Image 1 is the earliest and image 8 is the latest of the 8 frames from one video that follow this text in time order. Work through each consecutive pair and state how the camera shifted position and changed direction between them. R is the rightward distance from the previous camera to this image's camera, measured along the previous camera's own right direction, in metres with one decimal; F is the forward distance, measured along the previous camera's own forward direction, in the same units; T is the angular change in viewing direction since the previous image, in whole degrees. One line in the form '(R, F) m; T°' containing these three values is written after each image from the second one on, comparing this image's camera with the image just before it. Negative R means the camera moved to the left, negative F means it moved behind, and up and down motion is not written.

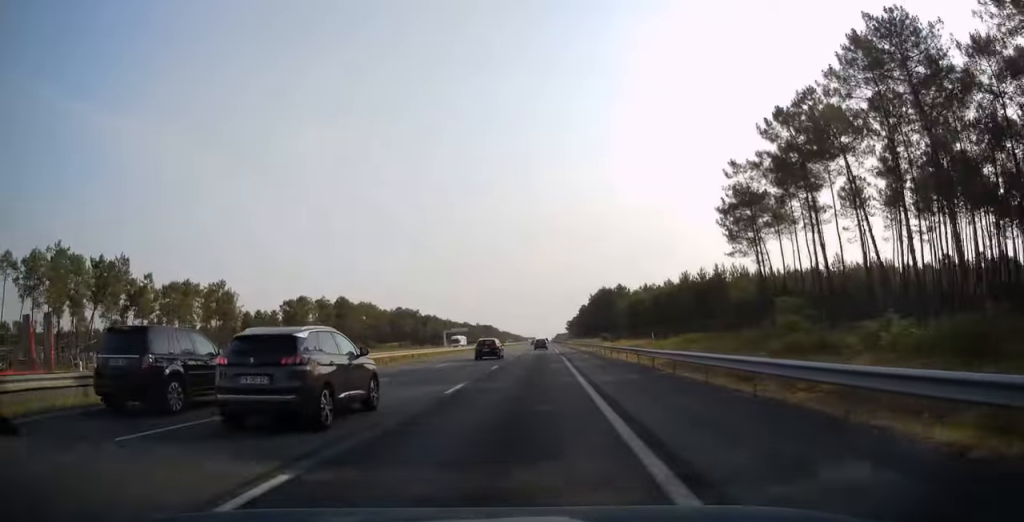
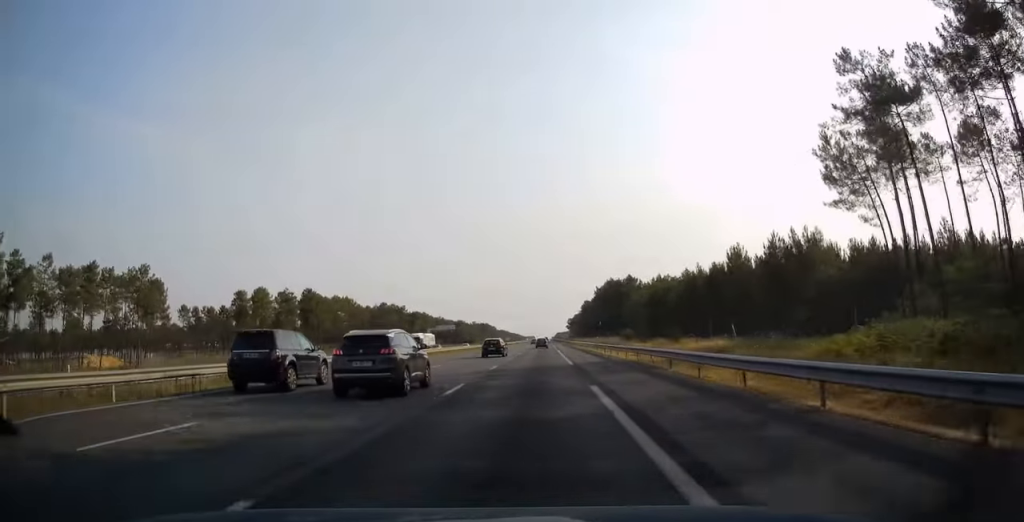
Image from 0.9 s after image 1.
(-0.2, +27.1) m; 0°
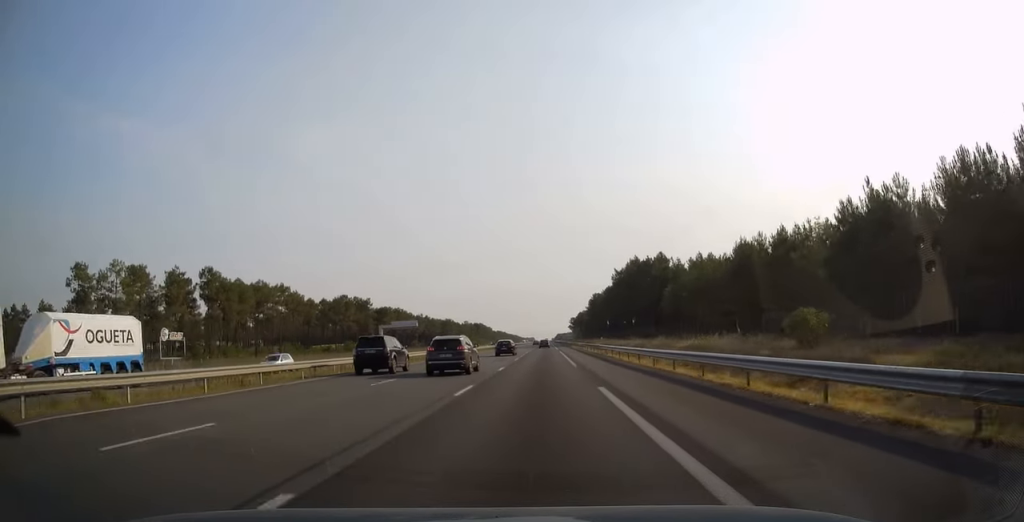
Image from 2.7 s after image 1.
(0.0, +51.7) m; 0°
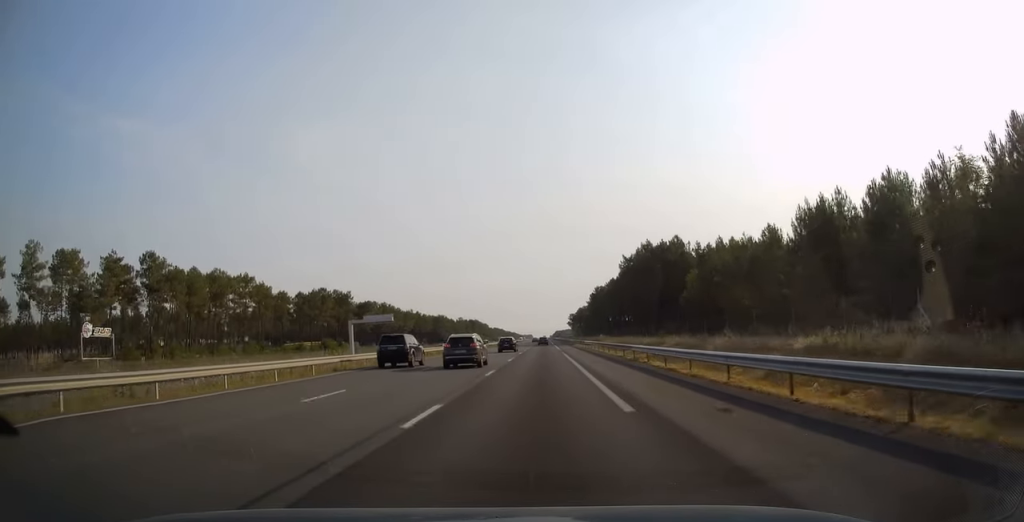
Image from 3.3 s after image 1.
(0.0, +18.7) m; 0°
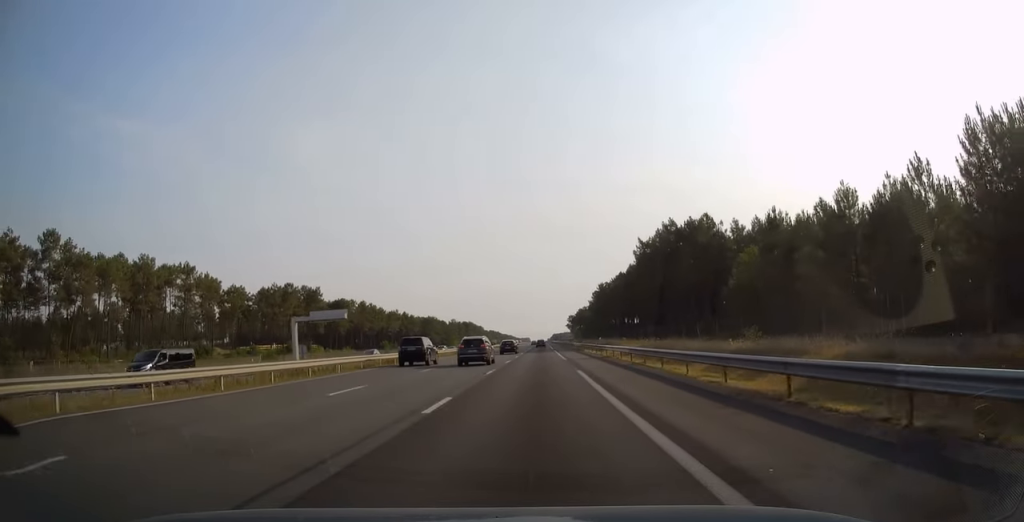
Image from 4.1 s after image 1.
(+0.2, +24.1) m; 0°
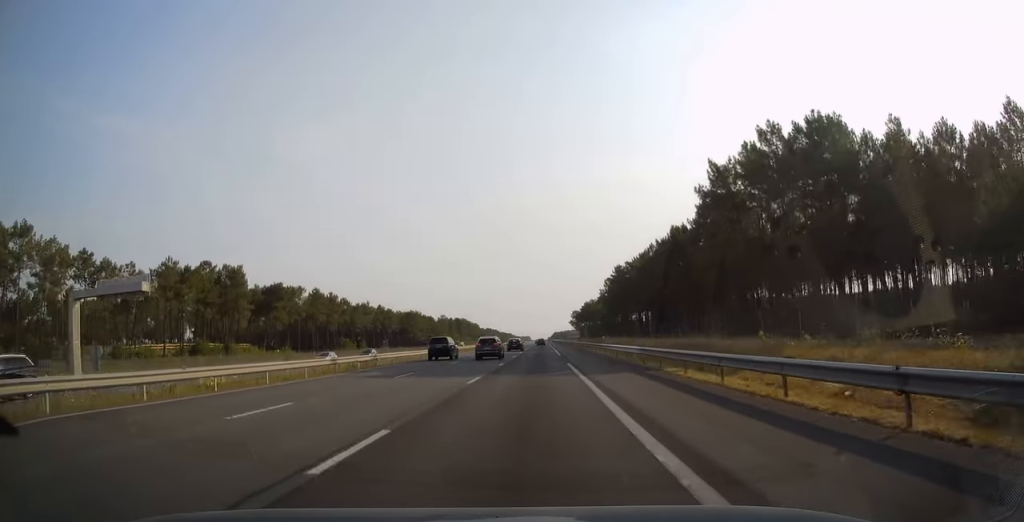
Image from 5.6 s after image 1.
(0.0, +44.2) m; 0°
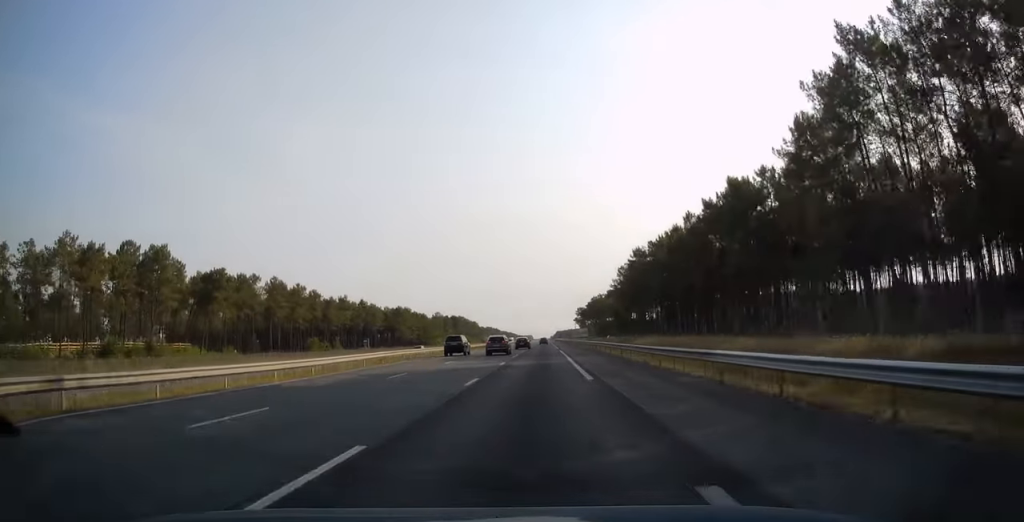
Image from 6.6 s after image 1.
(-0.1, +27.6) m; 0°
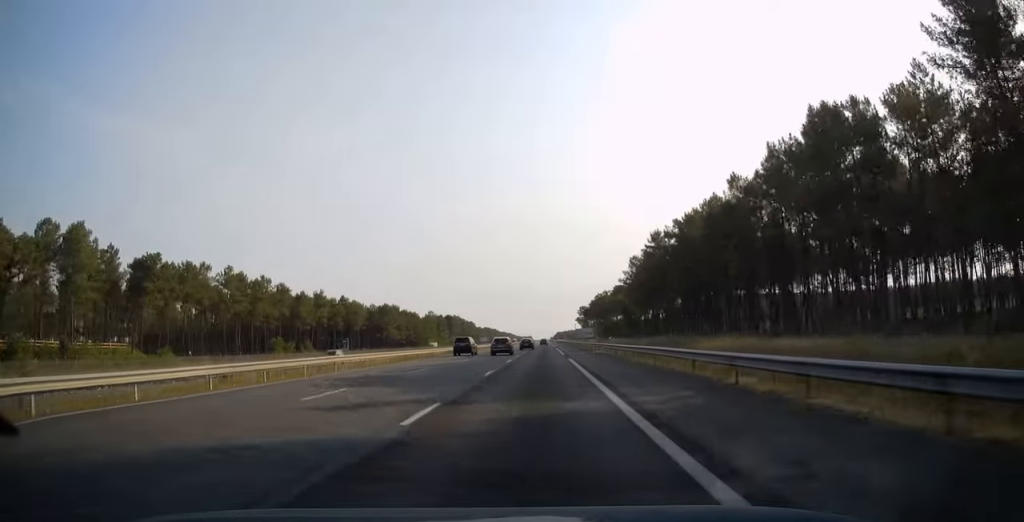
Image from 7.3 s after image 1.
(-0.1, +21.2) m; 0°
